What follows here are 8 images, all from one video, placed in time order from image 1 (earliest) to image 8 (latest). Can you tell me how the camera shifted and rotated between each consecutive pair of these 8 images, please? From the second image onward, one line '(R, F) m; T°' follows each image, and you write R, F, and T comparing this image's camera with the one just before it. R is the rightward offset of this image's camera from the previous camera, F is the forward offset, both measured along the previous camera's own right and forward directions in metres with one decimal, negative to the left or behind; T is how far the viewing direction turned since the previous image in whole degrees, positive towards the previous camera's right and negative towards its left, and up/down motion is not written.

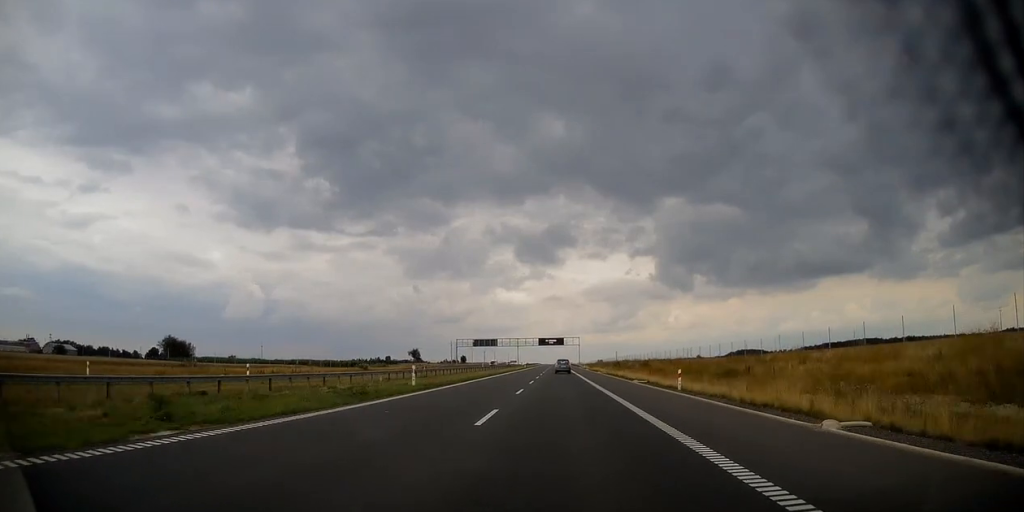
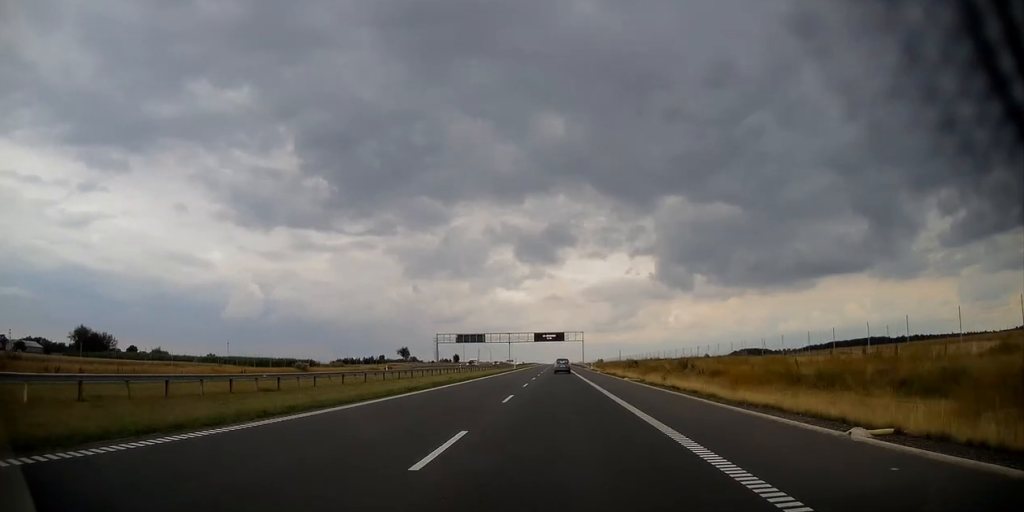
(0.0, +29.1) m; 0°
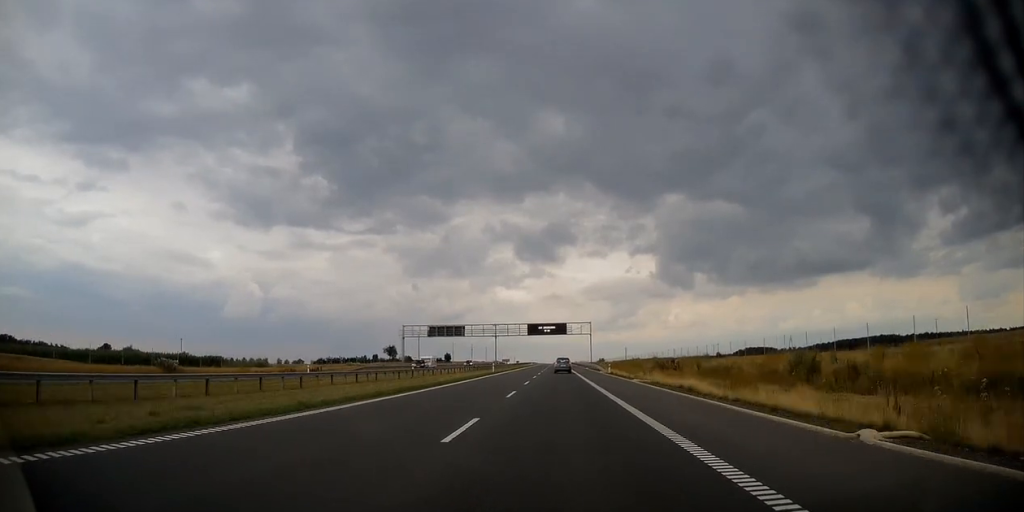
(+0.2, +33.6) m; 0°
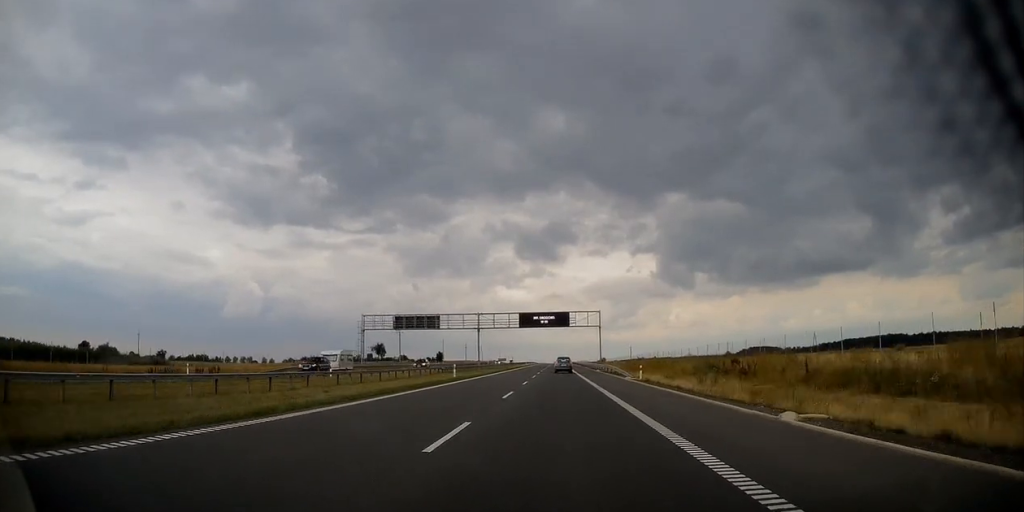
(-0.1, +25.3) m; 0°
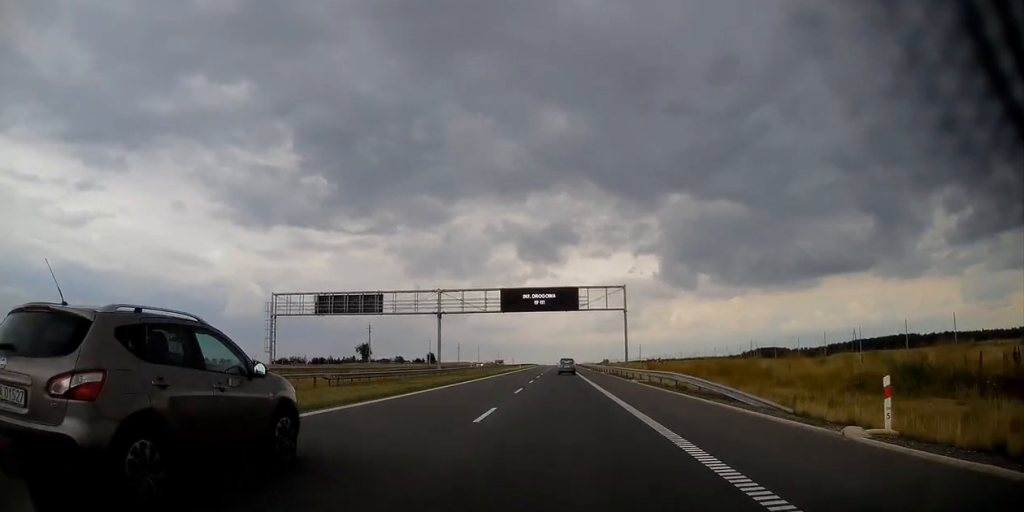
(0.0, +31.8) m; 0°
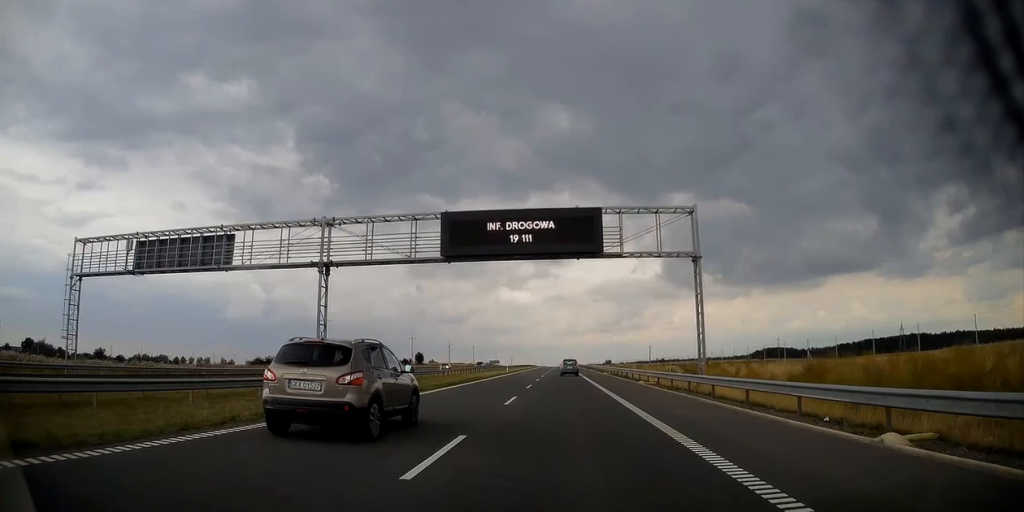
(0.0, +30.4) m; 0°
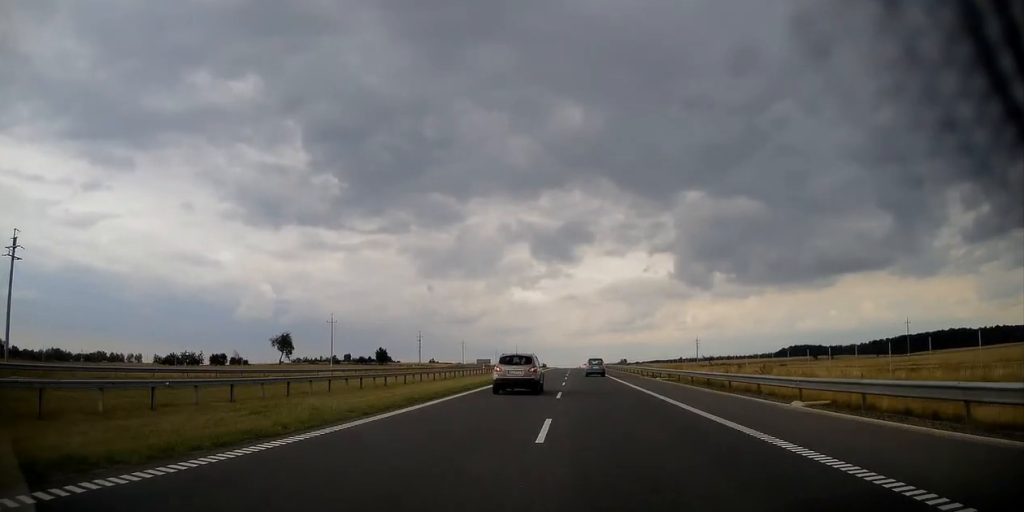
(-0.5, +80.8) m; -1°
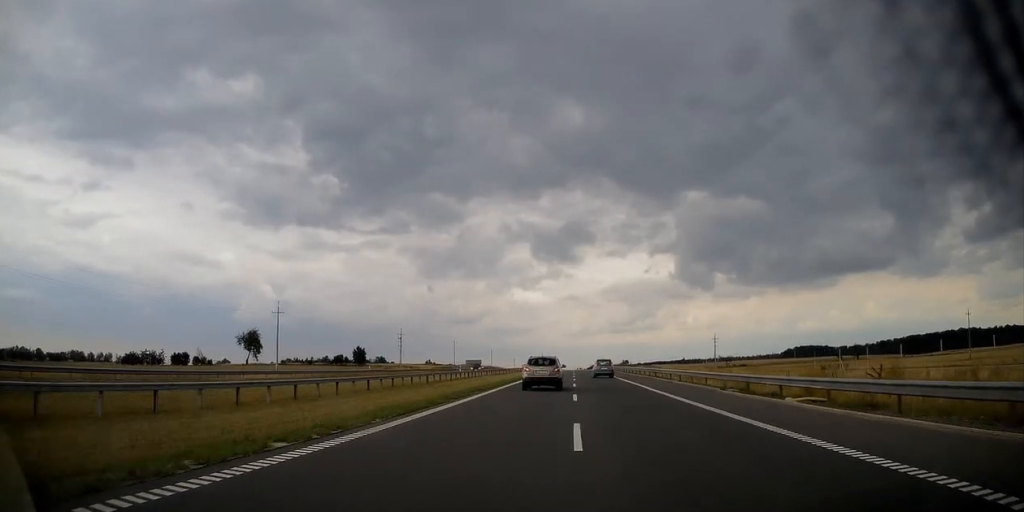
(-0.2, +24.8) m; 0°
